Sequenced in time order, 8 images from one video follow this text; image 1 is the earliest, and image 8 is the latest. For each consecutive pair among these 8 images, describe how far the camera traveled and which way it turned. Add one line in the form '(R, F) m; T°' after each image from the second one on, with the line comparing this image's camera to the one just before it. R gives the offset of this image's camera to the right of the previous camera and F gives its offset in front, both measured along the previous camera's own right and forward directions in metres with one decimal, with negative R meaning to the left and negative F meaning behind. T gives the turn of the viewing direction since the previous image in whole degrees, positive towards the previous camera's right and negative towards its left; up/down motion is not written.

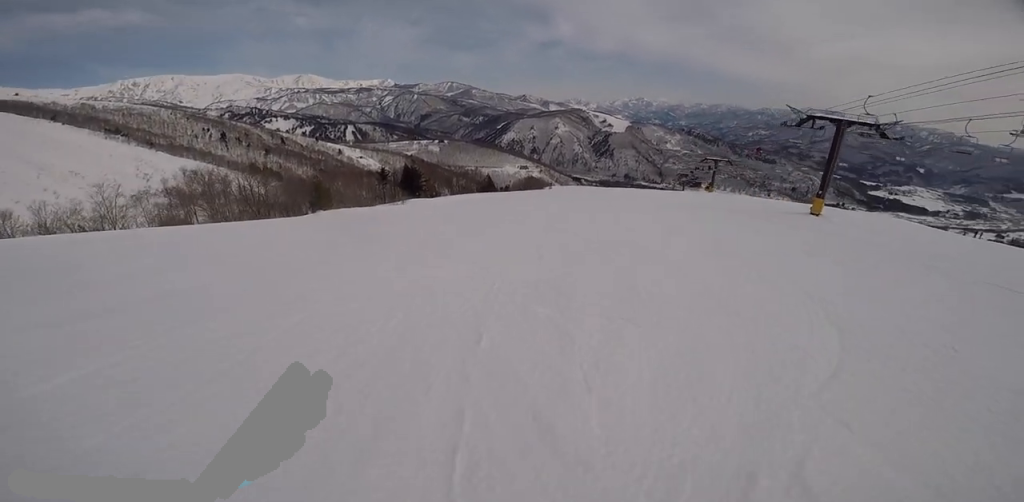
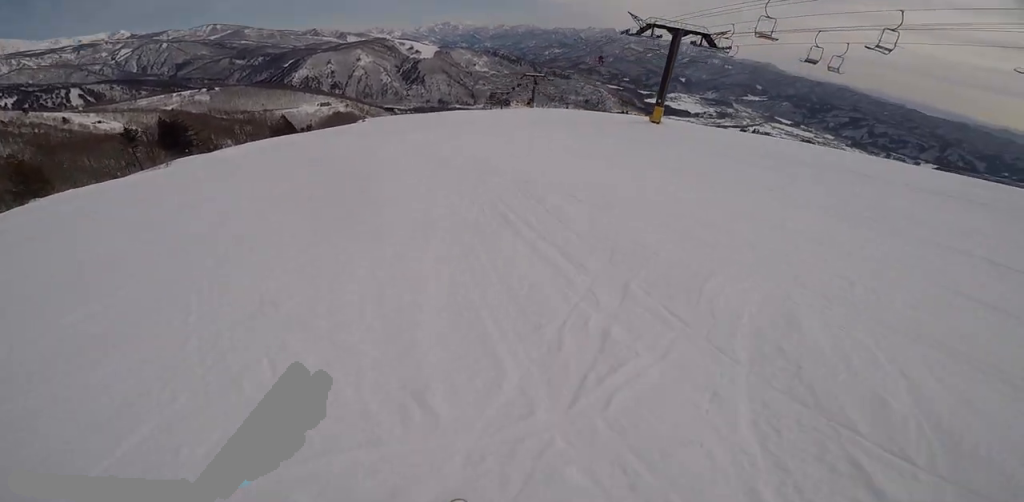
(+1.0, +5.4) m; +24°
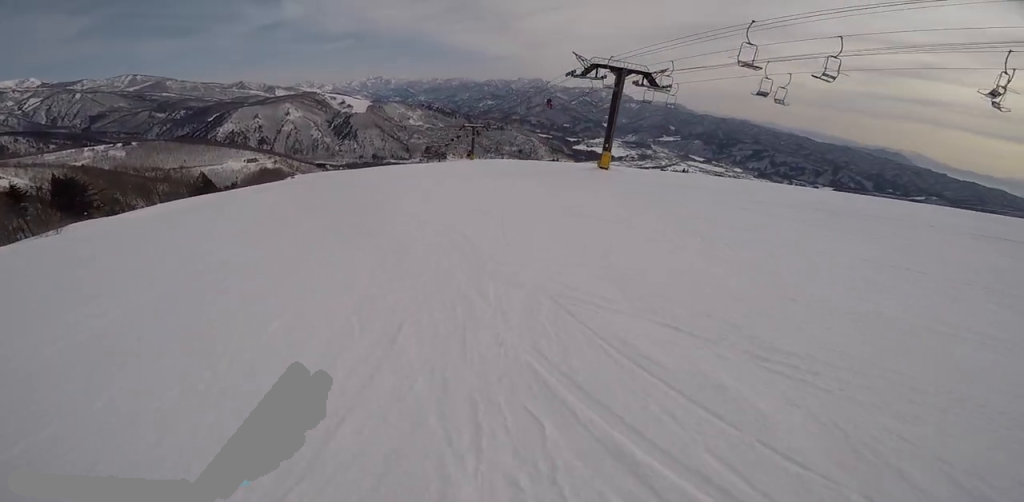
(+0.3, +3.1) m; +14°
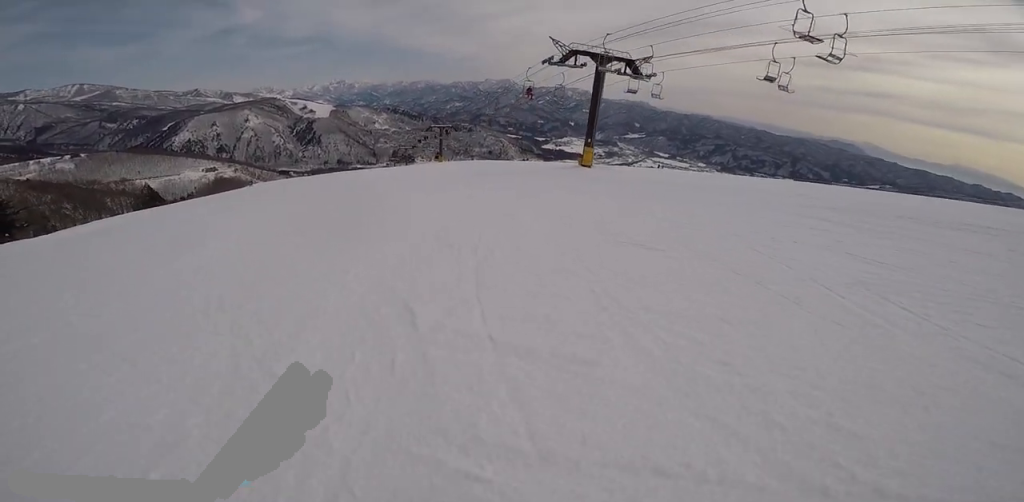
(+0.8, +3.9) m; +11°
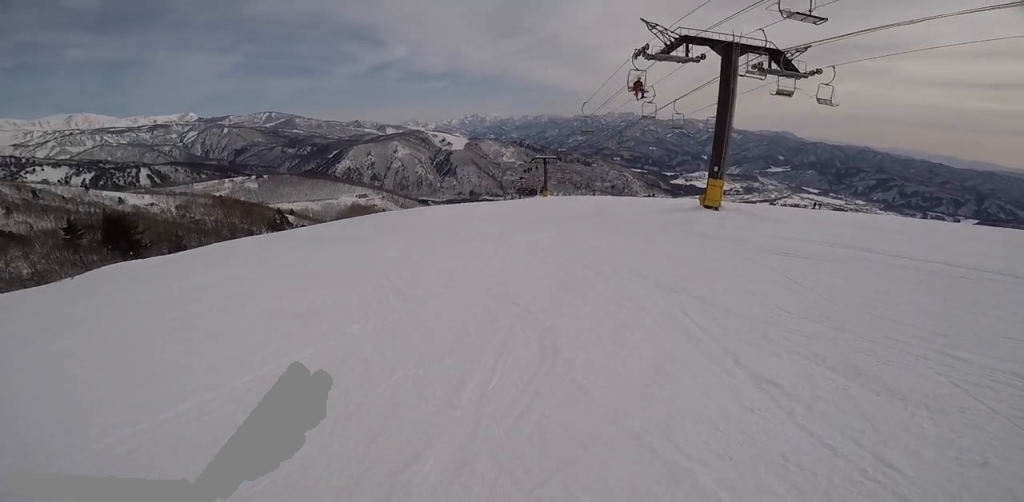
(+1.2, +10.7) m; +1°
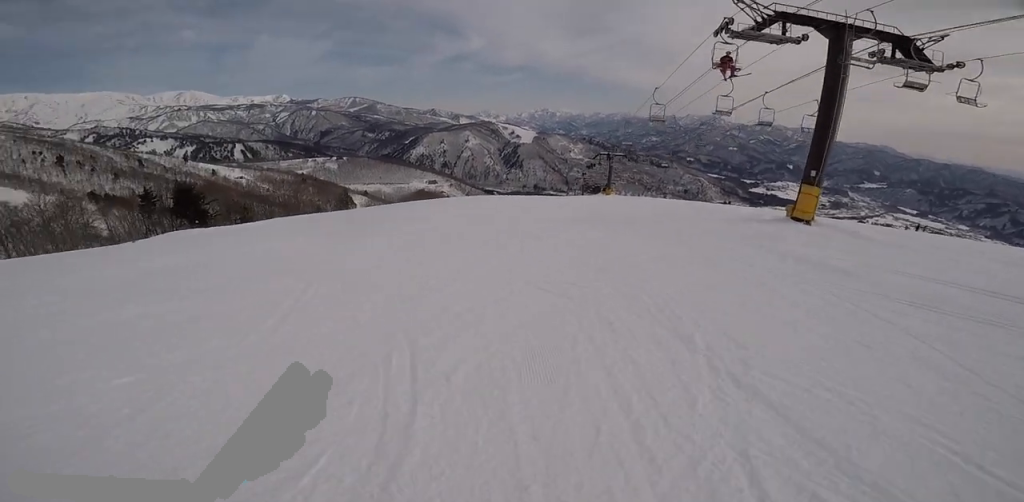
(+0.4, +3.3) m; -10°
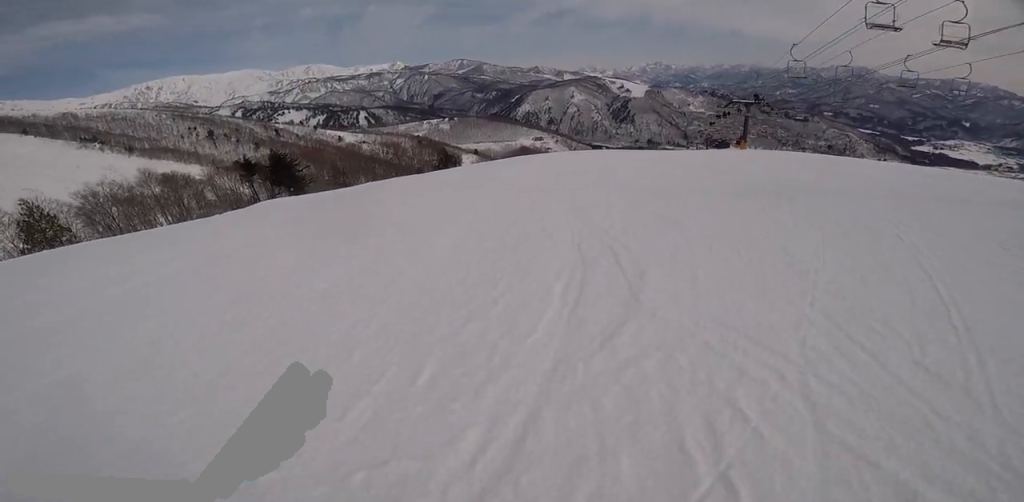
(-2.7, +7.6) m; -37°
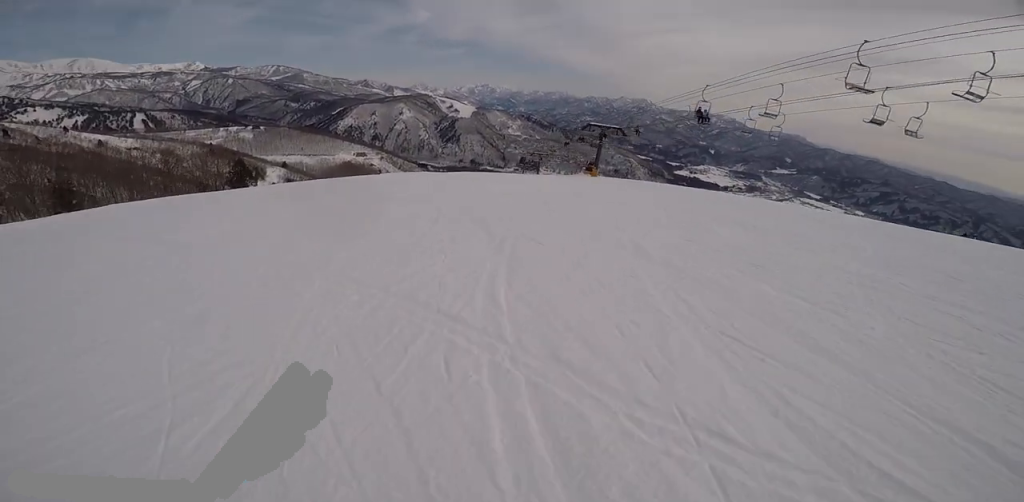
(-0.2, +13.3) m; +18°
